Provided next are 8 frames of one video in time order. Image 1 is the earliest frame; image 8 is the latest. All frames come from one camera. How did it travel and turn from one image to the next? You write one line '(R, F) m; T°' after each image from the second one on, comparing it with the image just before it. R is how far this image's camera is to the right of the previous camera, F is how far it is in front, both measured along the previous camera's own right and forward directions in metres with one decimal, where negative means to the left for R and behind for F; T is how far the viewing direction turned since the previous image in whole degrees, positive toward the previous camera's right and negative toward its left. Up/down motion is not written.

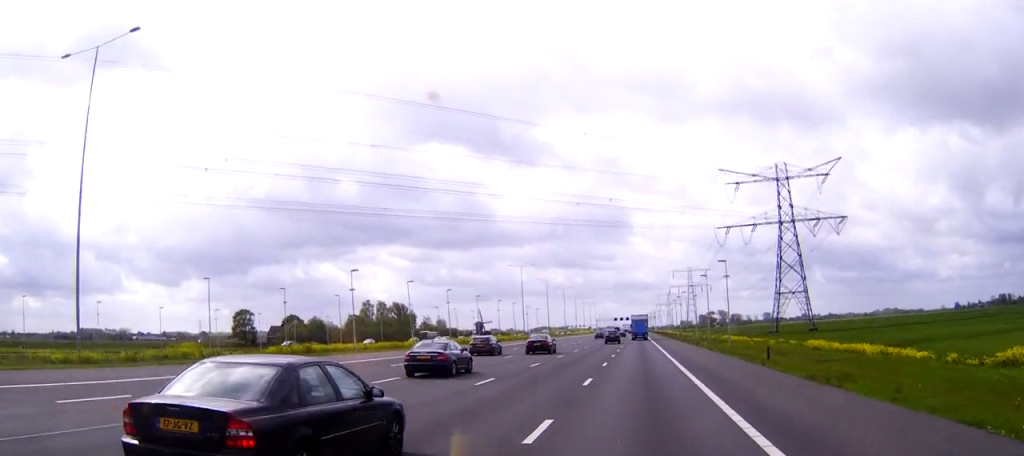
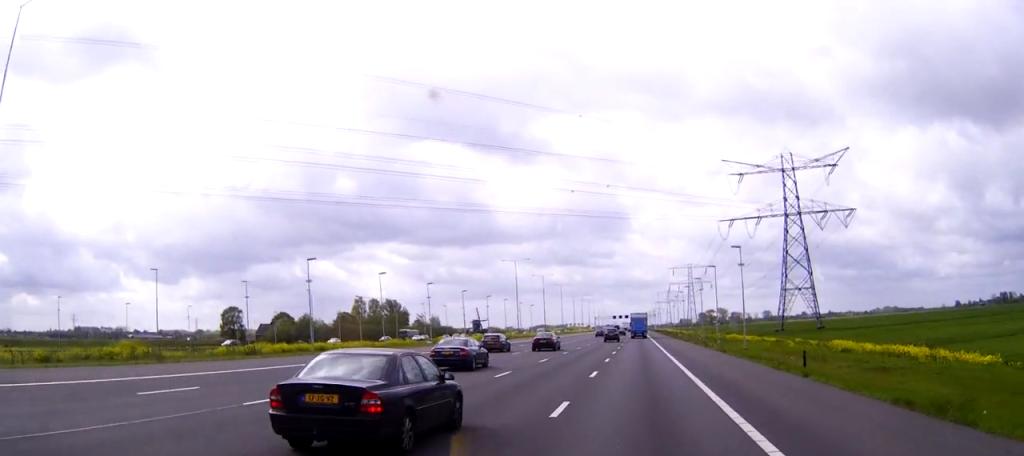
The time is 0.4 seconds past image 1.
(0.0, +8.5) m; 0°
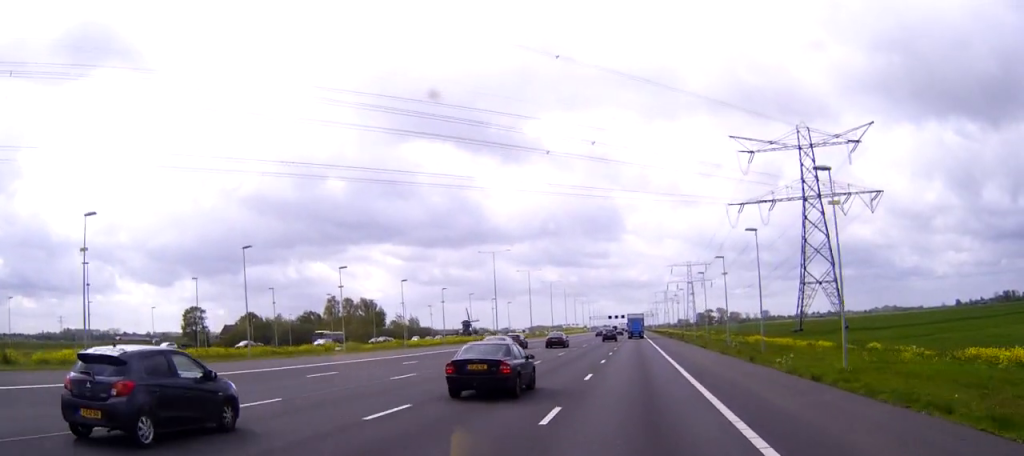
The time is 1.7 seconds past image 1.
(0.0, +24.6) m; 0°
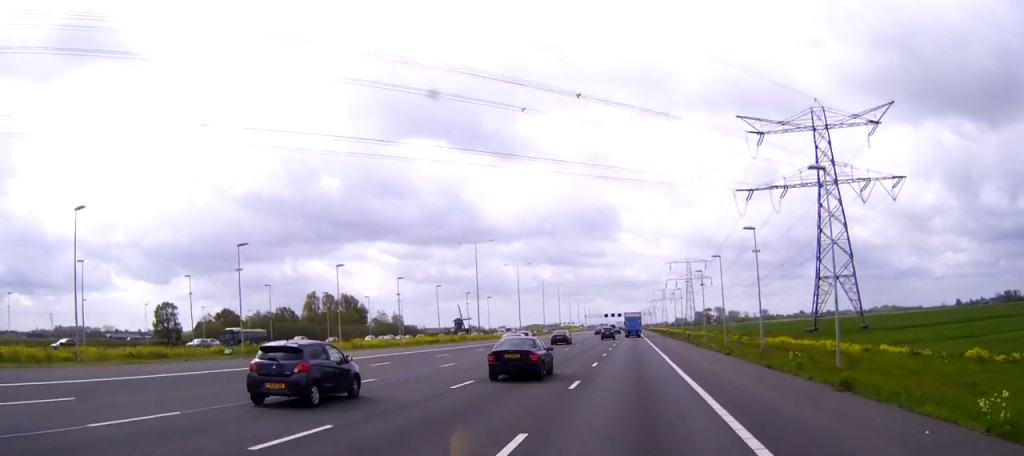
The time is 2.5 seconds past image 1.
(0.0, +16.3) m; 0°
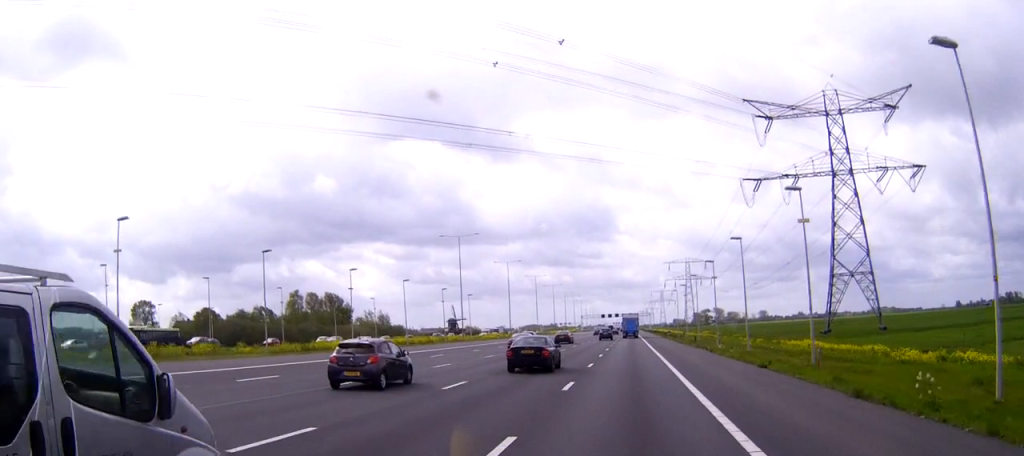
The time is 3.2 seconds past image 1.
(0.0, +12.5) m; 0°
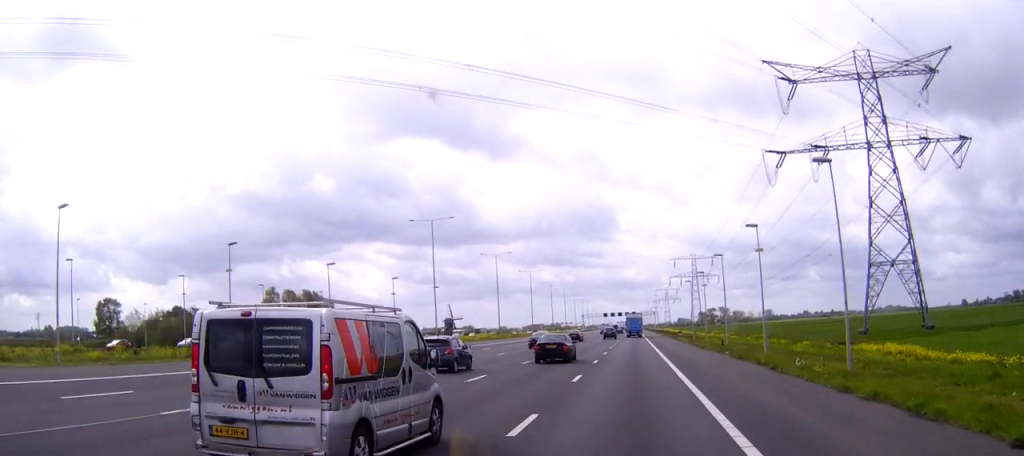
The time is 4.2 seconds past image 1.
(0.0, +20.9) m; 0°
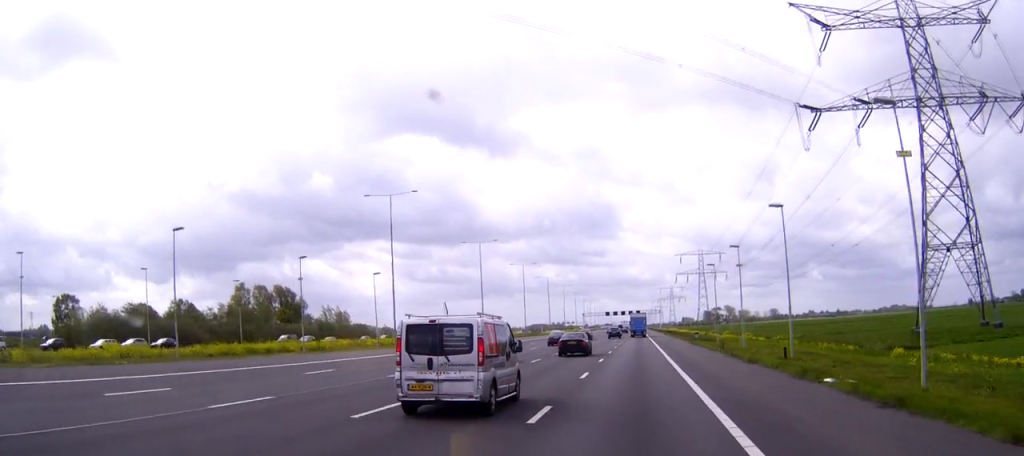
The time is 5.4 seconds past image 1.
(-0.1, +22.1) m; 0°
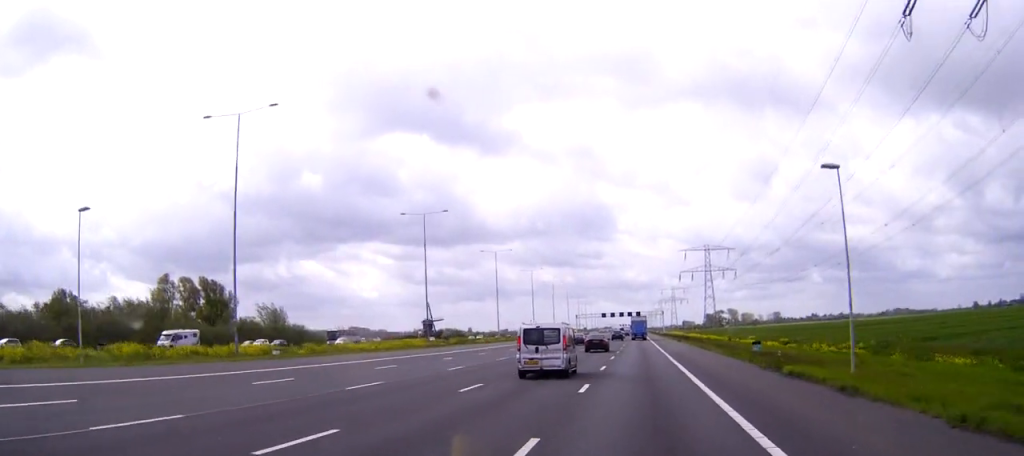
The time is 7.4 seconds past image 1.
(-0.1, +40.3) m; 0°
